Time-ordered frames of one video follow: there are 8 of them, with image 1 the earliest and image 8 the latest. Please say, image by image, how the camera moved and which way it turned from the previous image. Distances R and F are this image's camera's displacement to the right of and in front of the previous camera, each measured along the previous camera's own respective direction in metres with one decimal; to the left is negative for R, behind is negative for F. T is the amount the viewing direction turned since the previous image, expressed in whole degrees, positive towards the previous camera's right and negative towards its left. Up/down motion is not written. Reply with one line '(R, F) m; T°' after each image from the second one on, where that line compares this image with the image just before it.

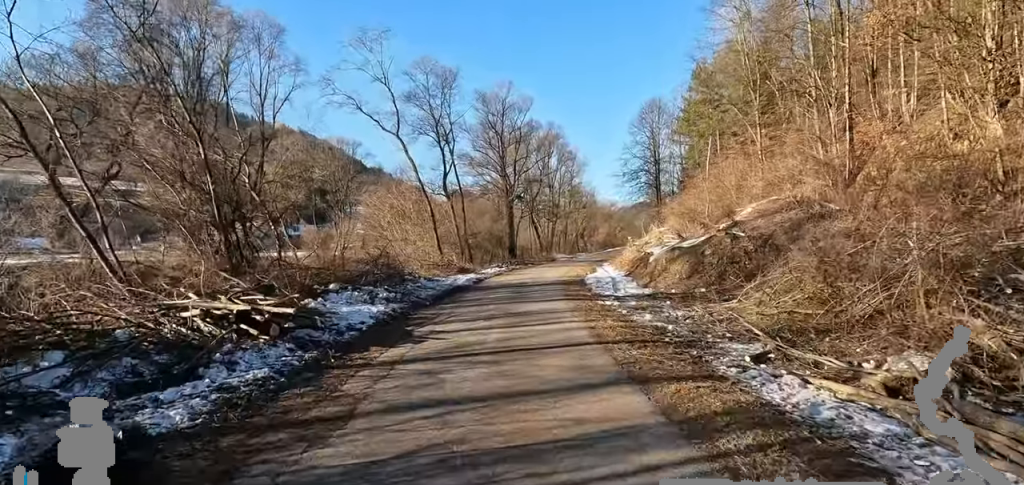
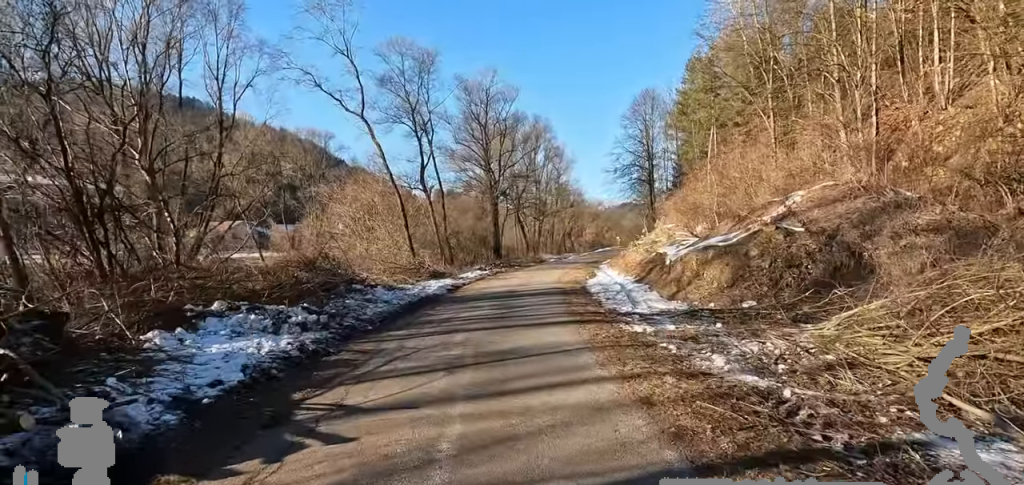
(+1.1, +3.9) m; 0°
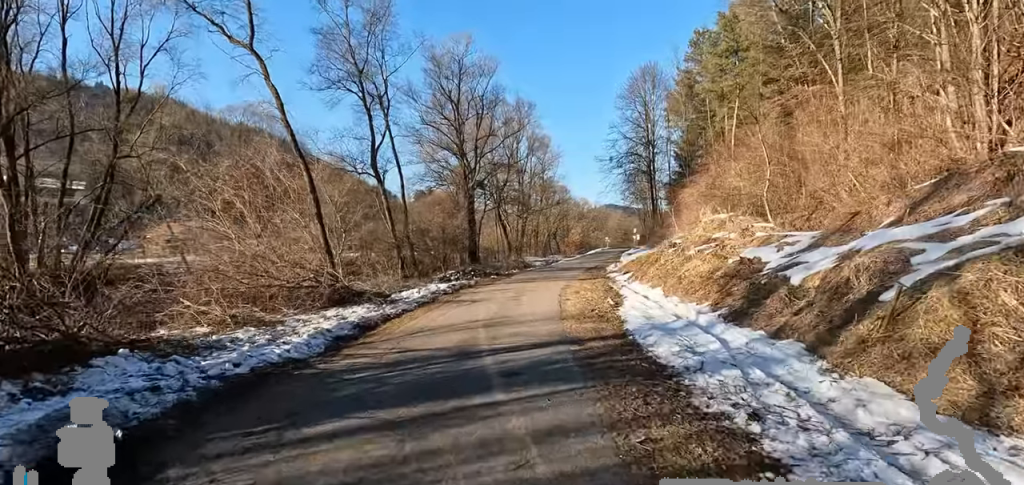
(-0.8, +8.2) m; 0°
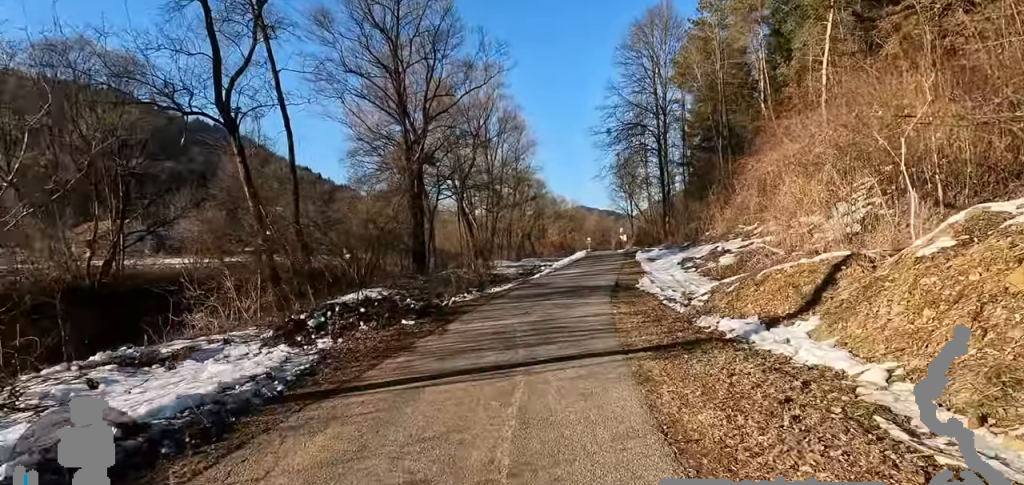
(+0.4, +12.5) m; +7°
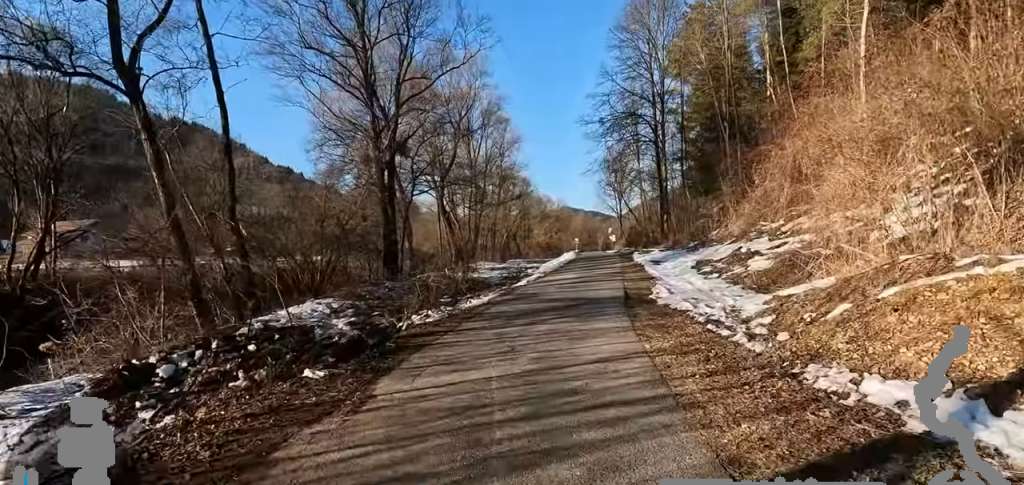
(+0.2, +3.4) m; +3°
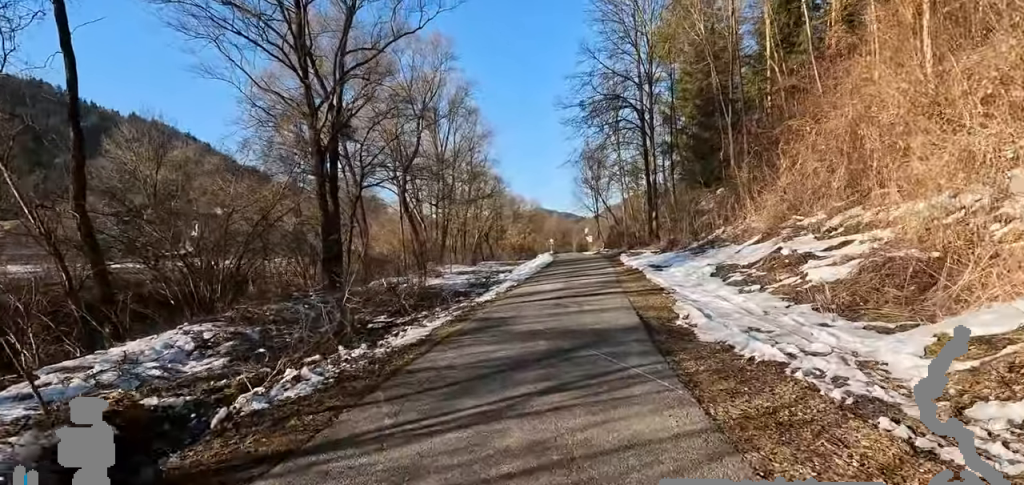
(-0.3, +4.3) m; +1°
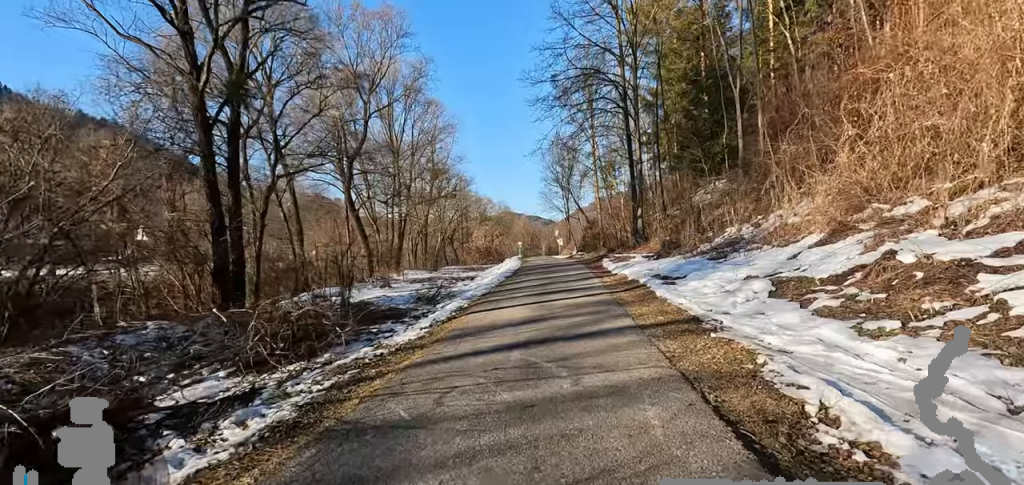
(+0.4, +5.1) m; +5°
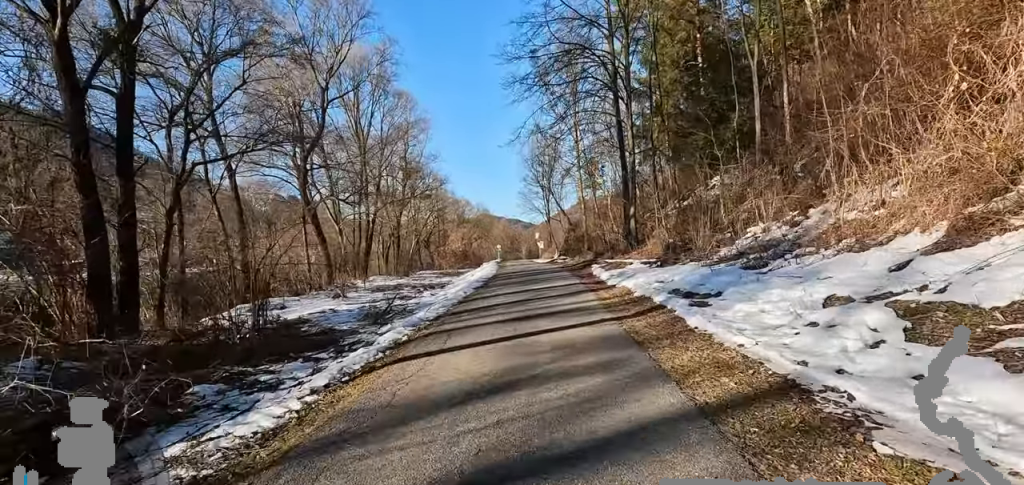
(0.0, +3.6) m; +4°
